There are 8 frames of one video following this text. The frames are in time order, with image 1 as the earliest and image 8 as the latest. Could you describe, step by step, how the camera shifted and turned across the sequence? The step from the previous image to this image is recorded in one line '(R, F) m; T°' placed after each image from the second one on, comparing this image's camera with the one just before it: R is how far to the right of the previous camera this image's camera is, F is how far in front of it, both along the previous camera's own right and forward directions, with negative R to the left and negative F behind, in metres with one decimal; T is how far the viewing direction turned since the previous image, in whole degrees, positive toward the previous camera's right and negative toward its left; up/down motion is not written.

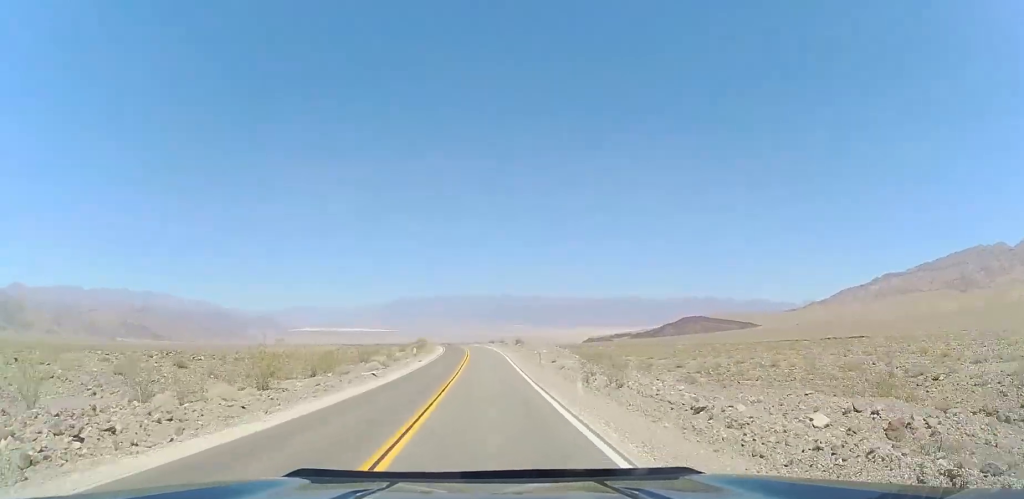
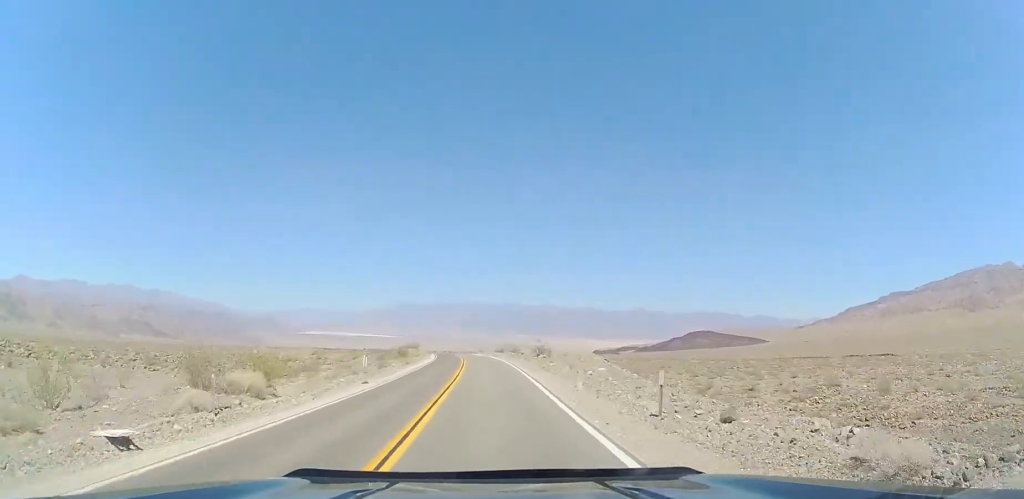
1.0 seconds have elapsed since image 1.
(-0.1, +25.0) m; 0°
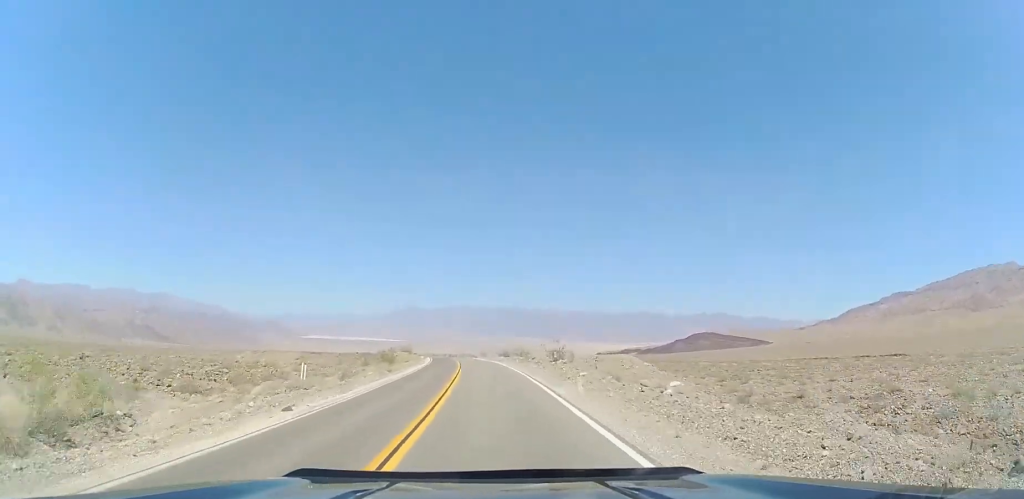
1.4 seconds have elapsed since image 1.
(0.0, +11.2) m; 0°
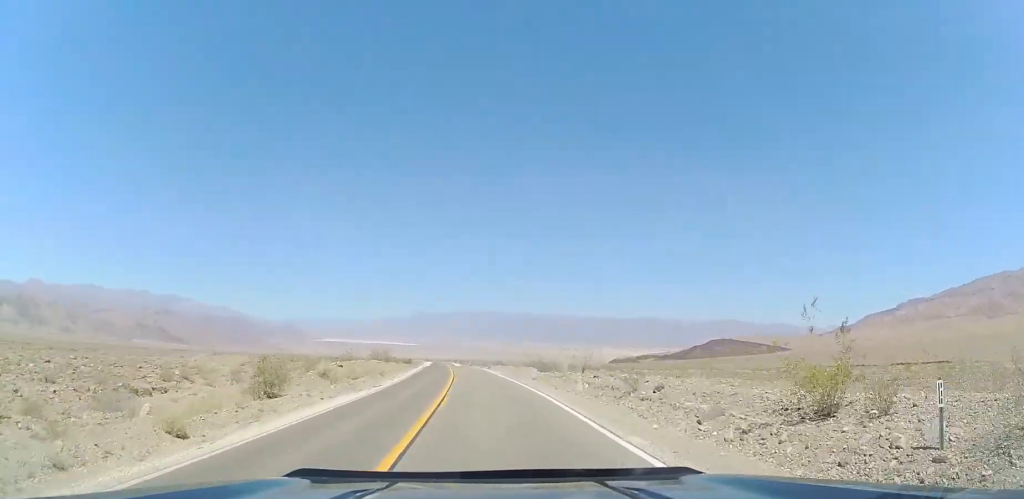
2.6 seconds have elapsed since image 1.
(-0.1, +31.9) m; -1°
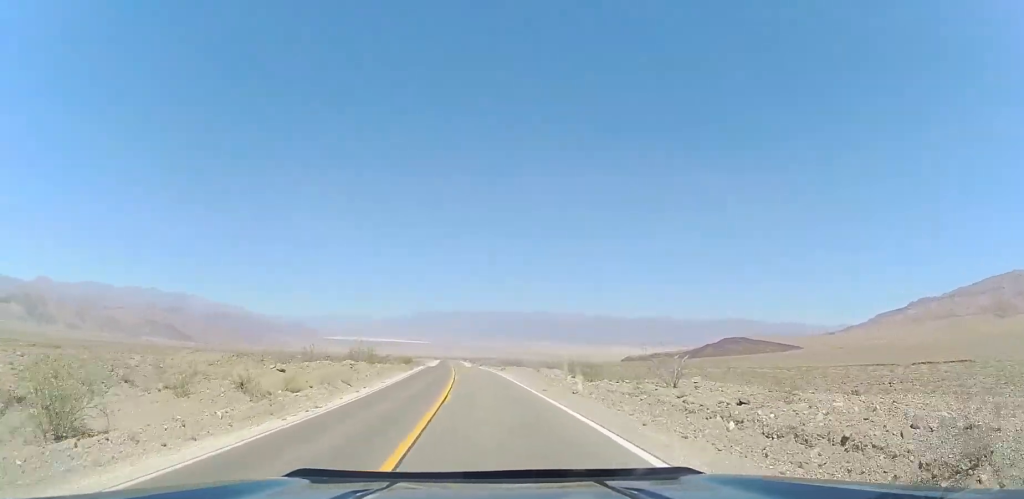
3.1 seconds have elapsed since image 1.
(-0.1, +12.9) m; 0°
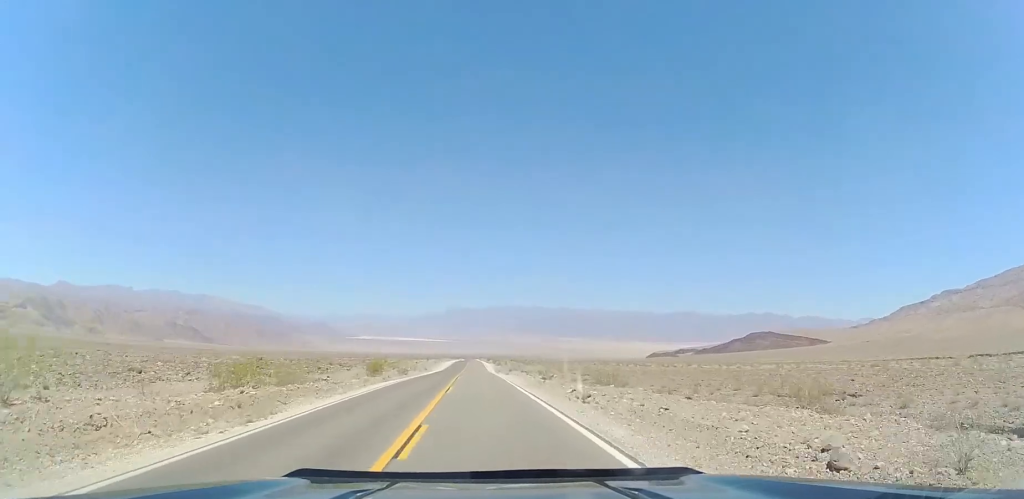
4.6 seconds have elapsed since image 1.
(-0.4, +38.6) m; -3°
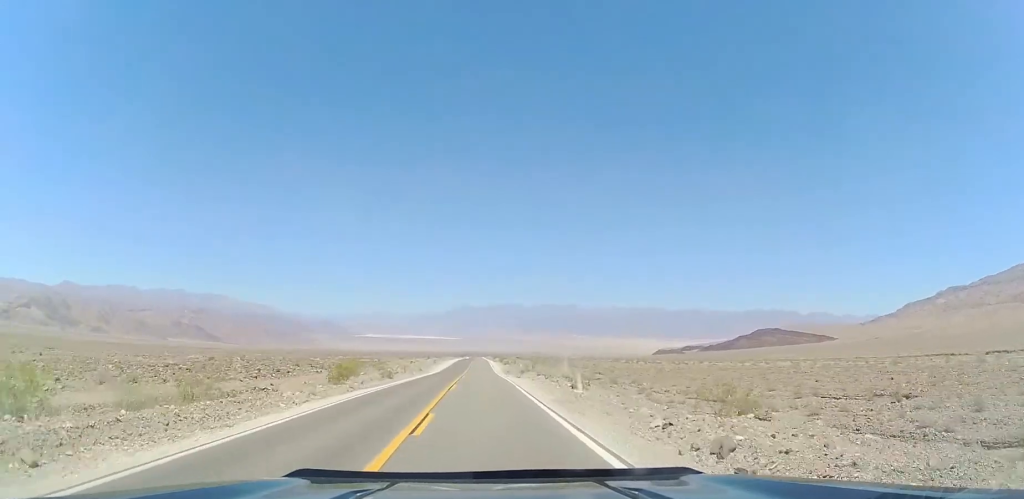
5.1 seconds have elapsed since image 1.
(-0.4, +11.9) m; -2°
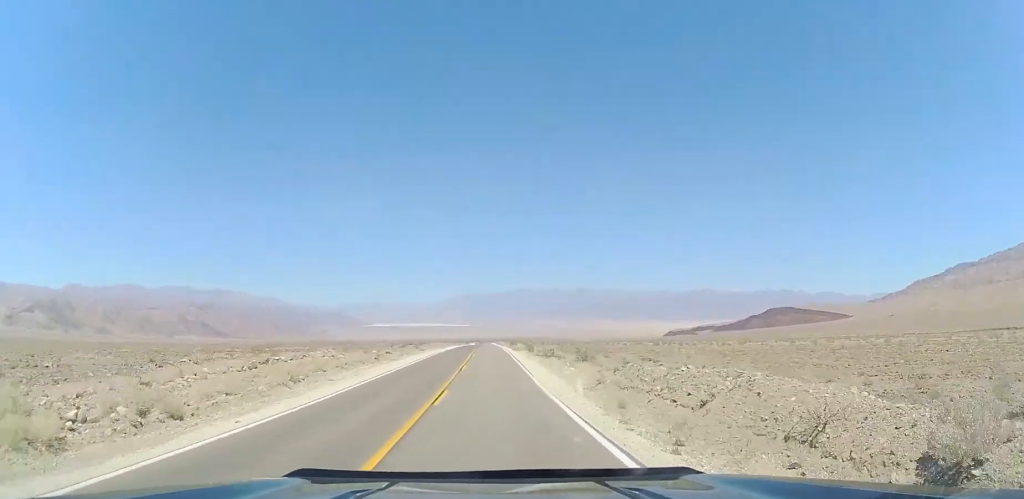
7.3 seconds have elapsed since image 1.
(-1.8, +55.7) m; -2°
